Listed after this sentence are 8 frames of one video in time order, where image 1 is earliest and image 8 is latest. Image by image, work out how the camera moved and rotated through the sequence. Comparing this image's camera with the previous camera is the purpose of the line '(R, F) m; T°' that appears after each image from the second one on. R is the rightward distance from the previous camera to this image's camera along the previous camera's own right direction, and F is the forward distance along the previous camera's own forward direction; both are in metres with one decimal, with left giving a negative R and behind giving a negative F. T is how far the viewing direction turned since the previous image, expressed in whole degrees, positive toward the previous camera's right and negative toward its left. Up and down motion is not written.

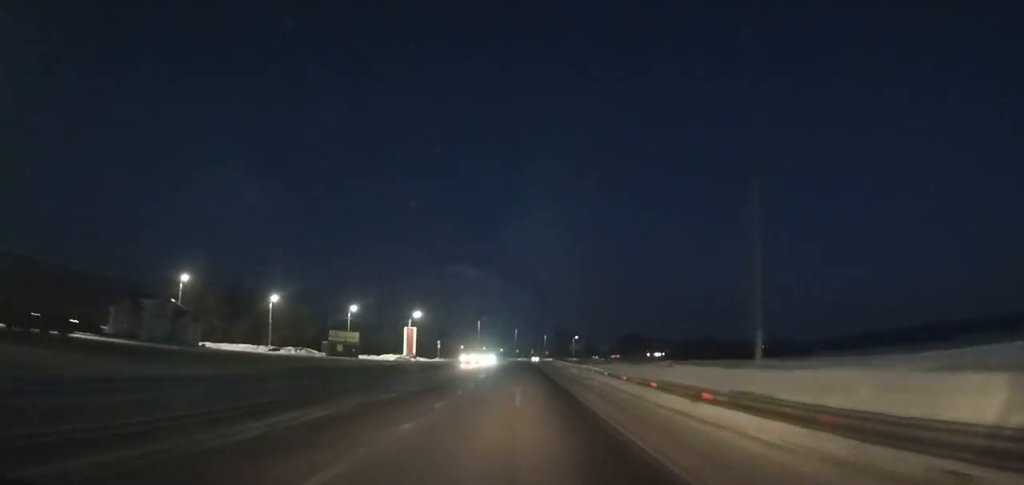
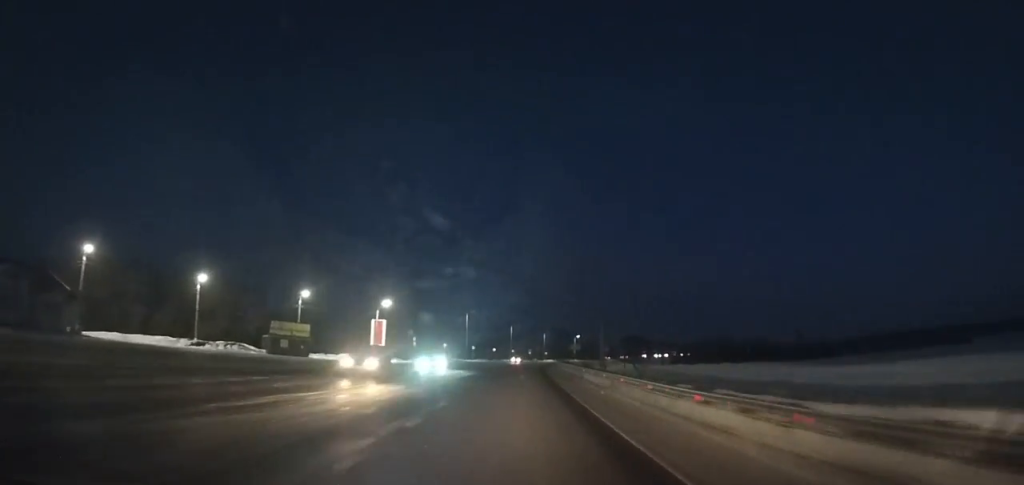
(0.0, +22.5) m; +1°
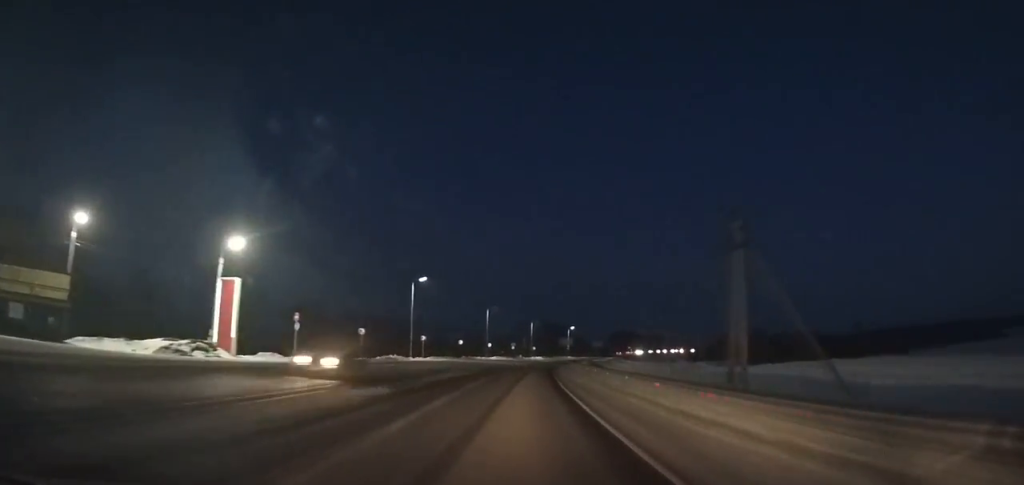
(+0.7, +45.2) m; +3°
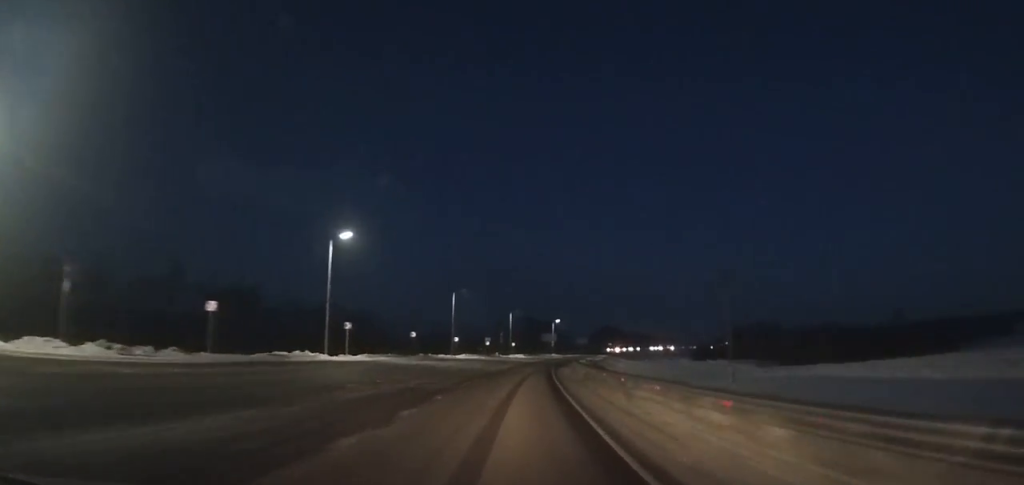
(+0.7, +26.2) m; +2°
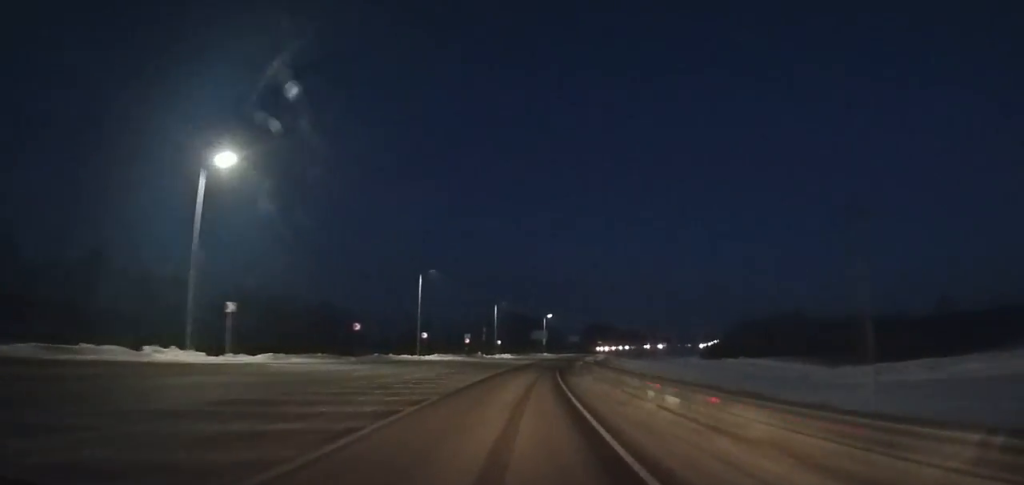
(-0.2, +19.6) m; +2°
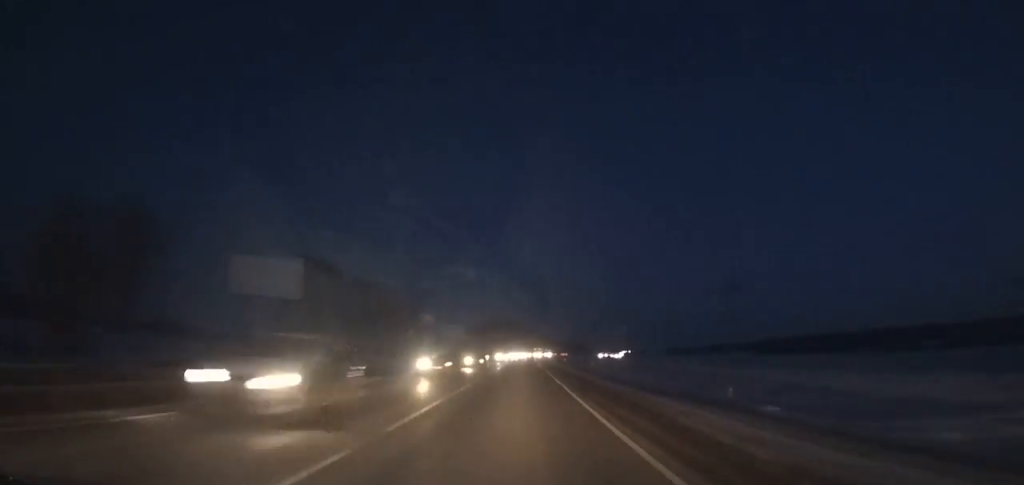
(+15.0, +161.0) m; +8°
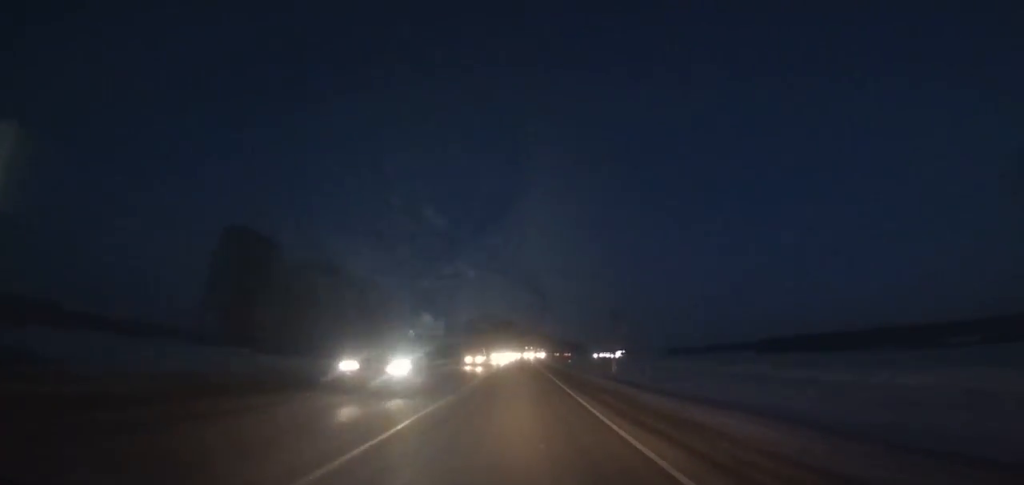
(+0.2, +28.5) m; 0°
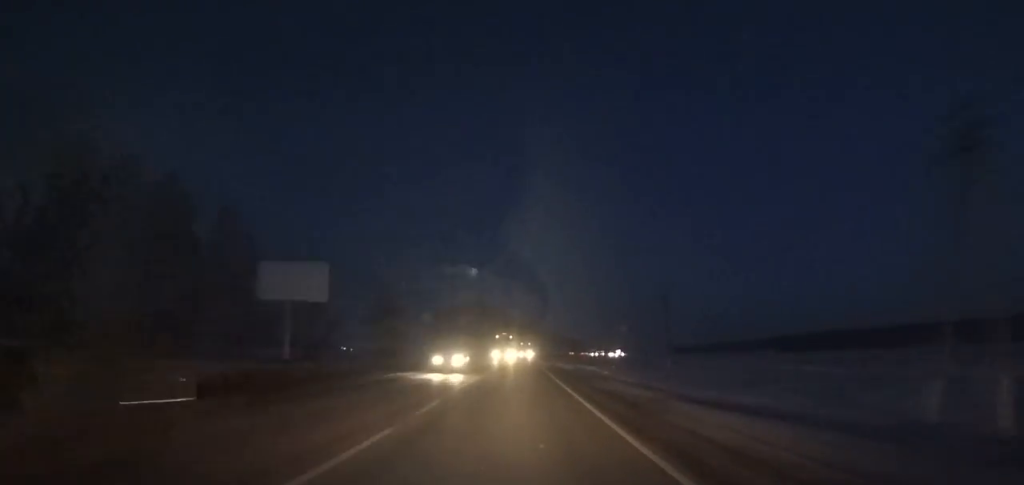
(+0.4, +62.1) m; +1°
